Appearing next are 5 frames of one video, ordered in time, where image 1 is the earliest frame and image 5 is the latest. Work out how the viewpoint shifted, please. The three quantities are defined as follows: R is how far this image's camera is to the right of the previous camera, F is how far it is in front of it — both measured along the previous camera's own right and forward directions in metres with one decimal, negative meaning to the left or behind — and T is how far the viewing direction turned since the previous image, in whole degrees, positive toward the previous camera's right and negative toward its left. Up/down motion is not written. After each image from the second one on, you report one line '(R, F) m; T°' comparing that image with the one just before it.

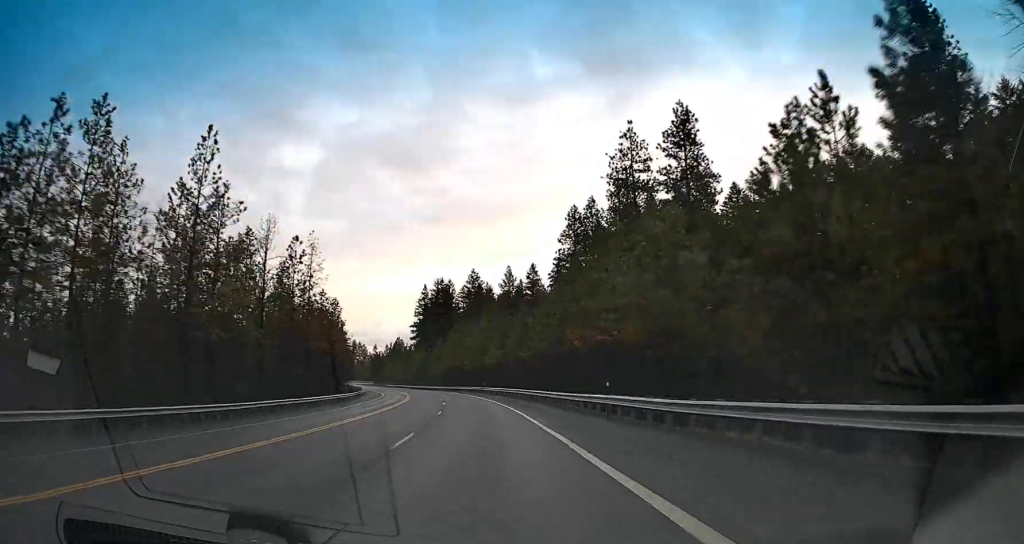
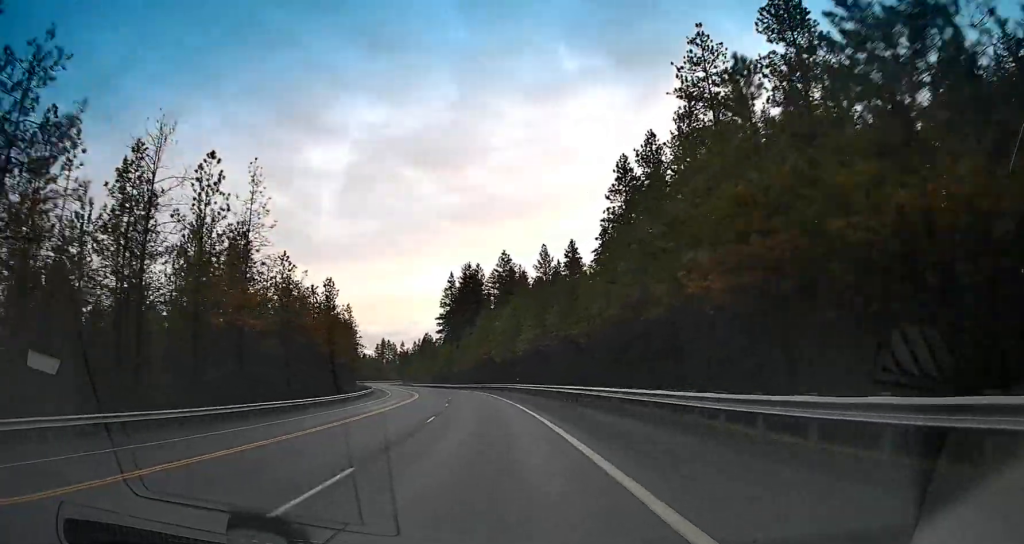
(-0.5, +22.5) m; -3°
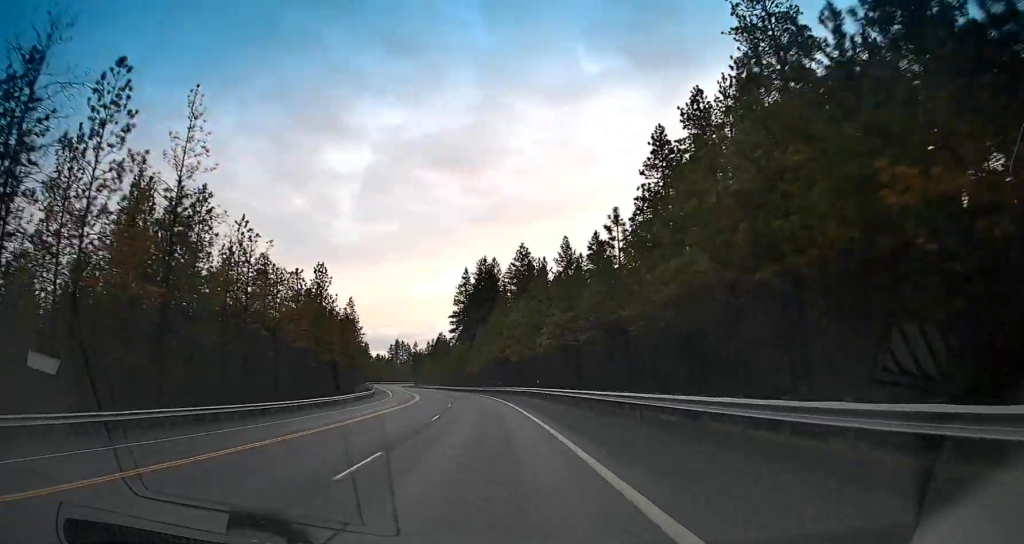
(+0.1, +11.9) m; -2°
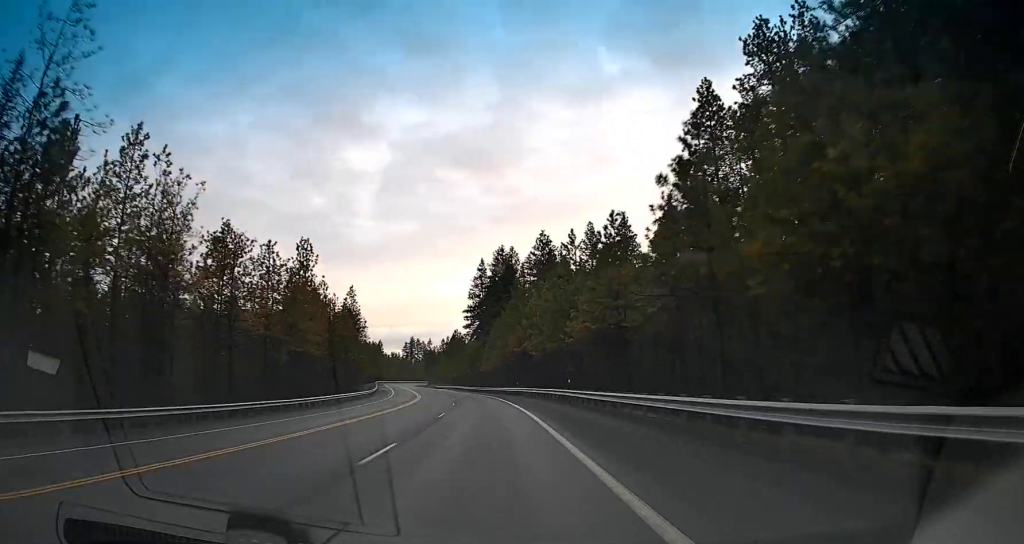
(-0.4, +12.8) m; -1°
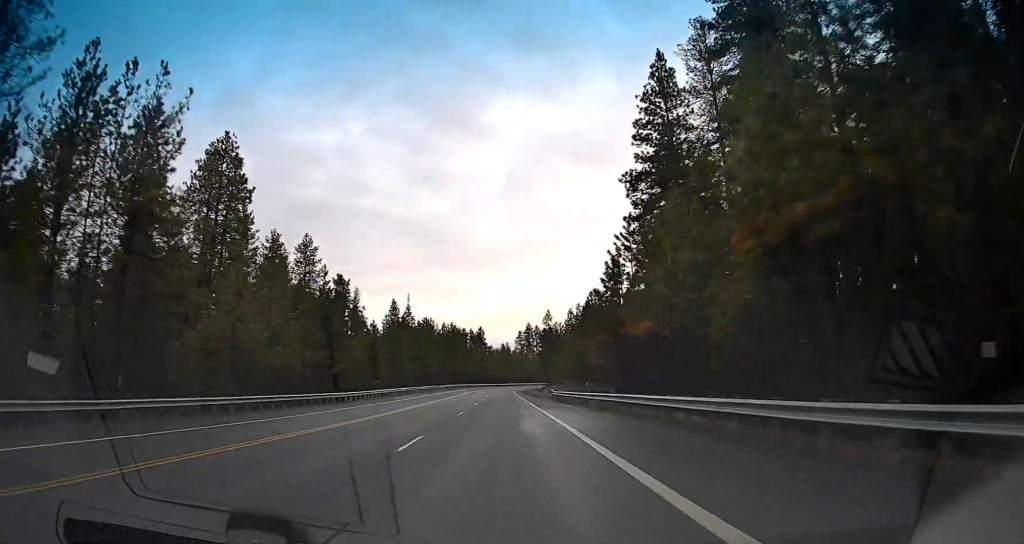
(-17.6, +128.4) m; -15°
